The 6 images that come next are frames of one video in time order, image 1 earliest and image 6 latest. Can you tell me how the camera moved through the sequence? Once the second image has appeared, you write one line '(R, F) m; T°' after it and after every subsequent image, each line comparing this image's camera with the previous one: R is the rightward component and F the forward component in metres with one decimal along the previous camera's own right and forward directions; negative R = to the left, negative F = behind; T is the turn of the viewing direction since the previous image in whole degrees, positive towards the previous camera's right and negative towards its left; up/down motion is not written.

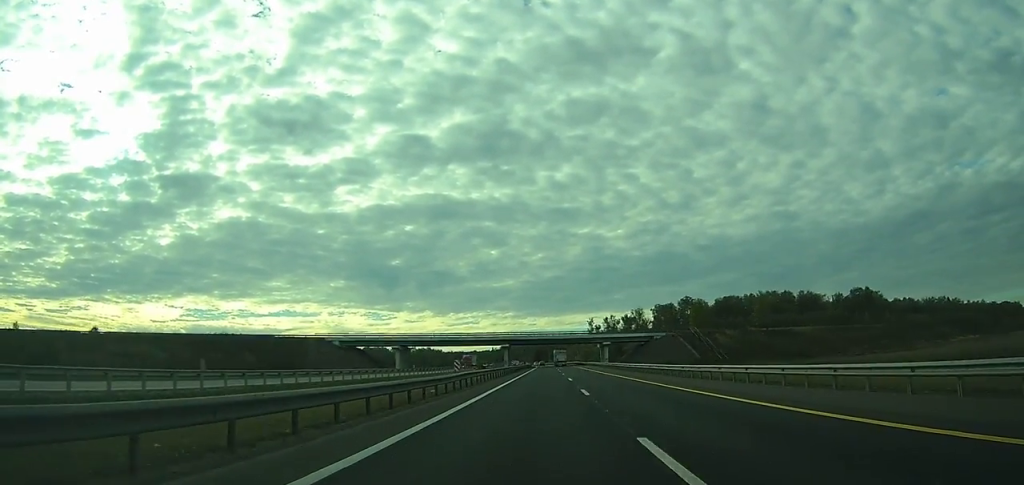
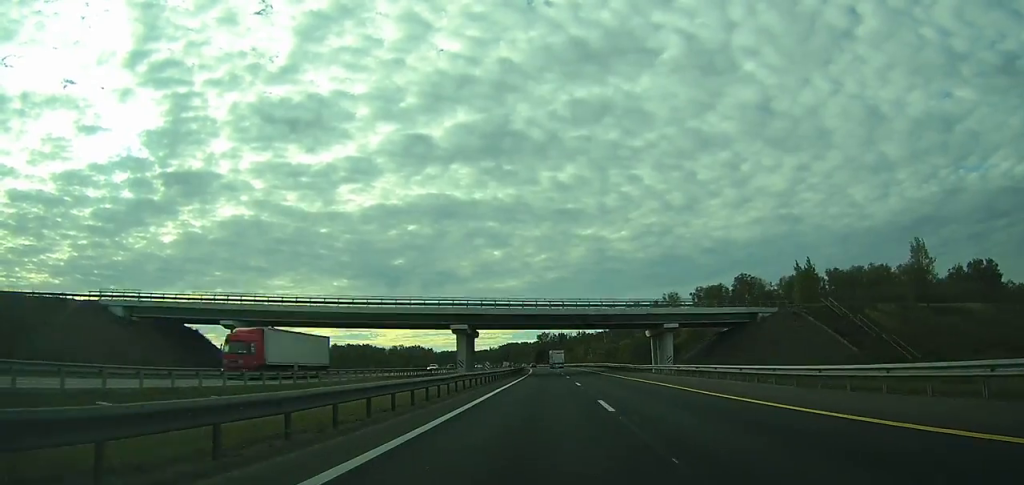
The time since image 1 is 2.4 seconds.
(-0.4, +67.2) m; -1°
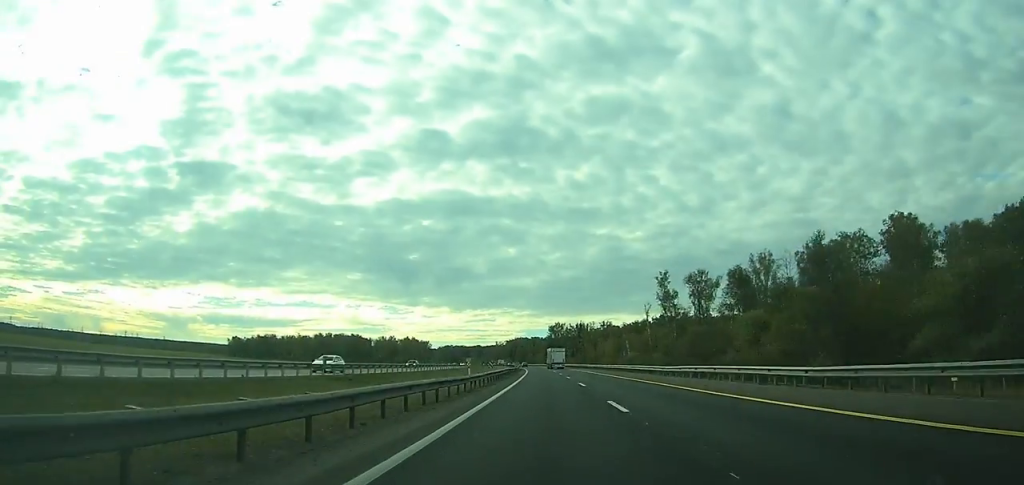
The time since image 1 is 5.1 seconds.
(-0.3, +79.7) m; -1°
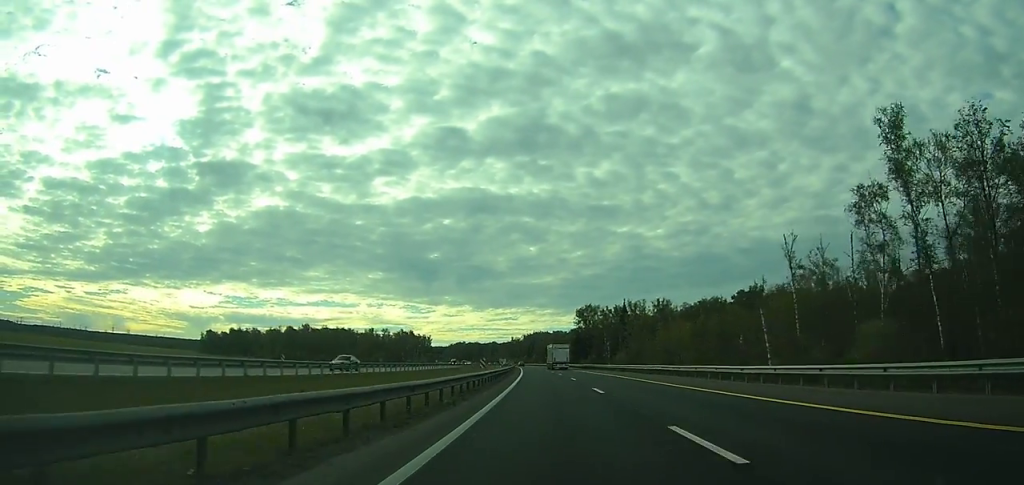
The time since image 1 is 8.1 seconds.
(-1.5, +86.1) m; -2°
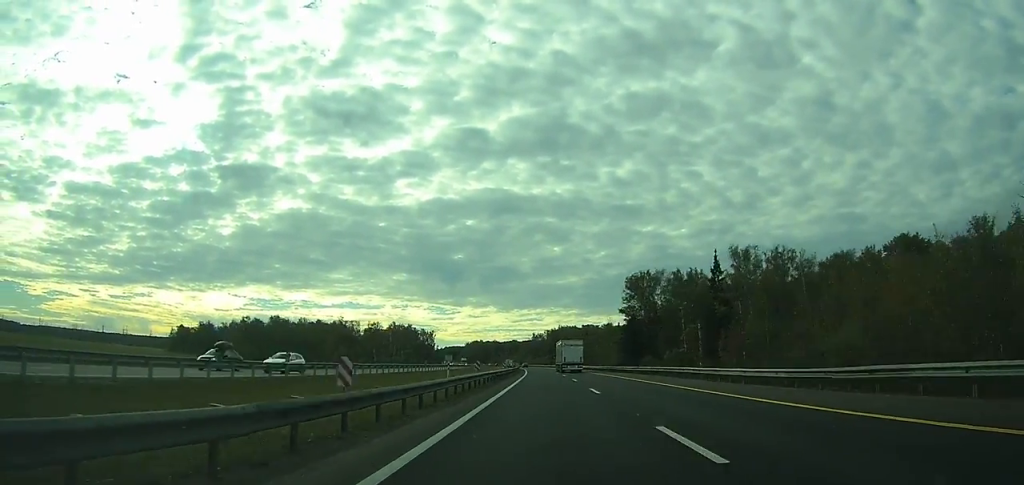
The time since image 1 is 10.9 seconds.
(-1.2, +74.1) m; -2°
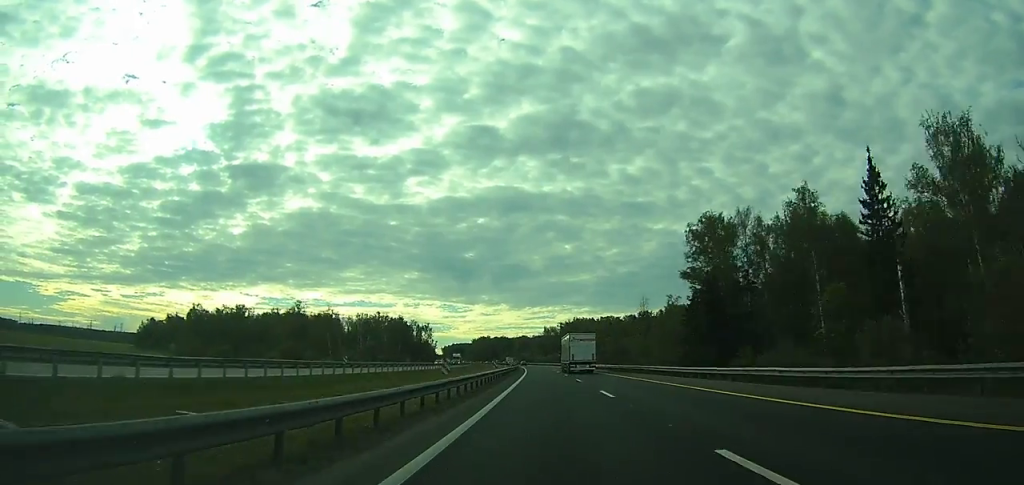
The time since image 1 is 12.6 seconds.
(-0.5, +50.1) m; -1°
